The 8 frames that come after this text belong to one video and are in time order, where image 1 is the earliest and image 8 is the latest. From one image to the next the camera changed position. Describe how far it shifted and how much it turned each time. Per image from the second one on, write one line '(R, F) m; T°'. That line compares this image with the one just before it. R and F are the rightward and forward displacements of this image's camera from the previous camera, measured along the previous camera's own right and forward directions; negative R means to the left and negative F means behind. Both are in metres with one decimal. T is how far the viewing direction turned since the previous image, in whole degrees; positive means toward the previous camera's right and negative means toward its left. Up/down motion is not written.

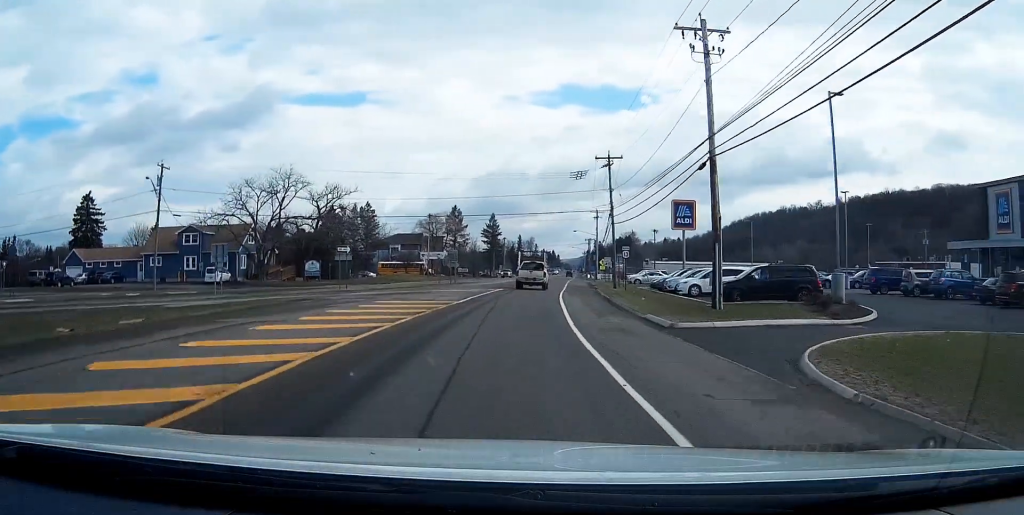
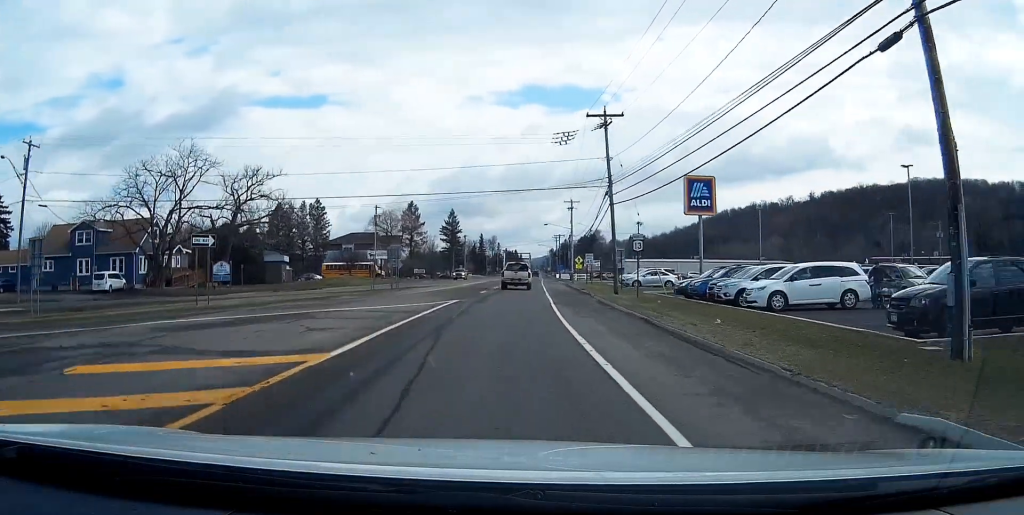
(+0.6, +18.0) m; +3°
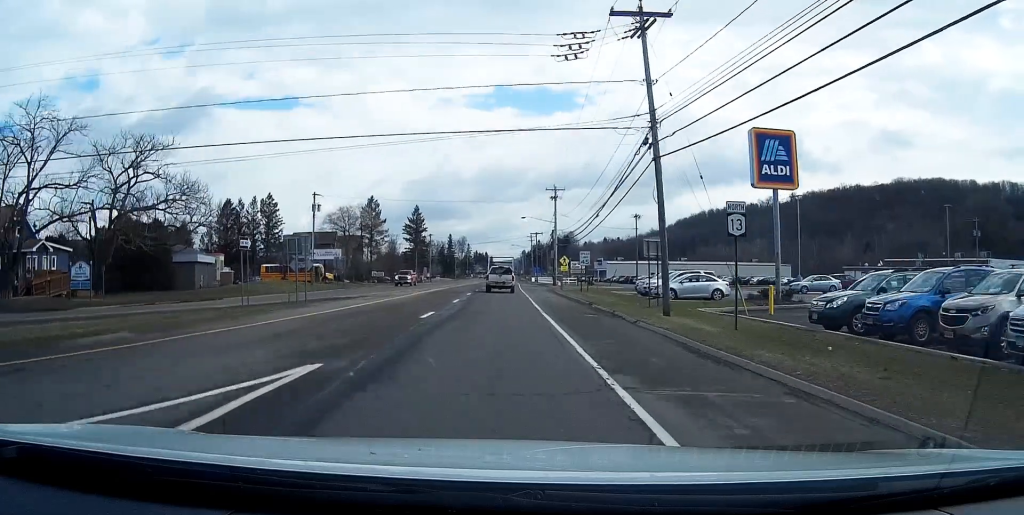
(+0.5, +20.3) m; +2°
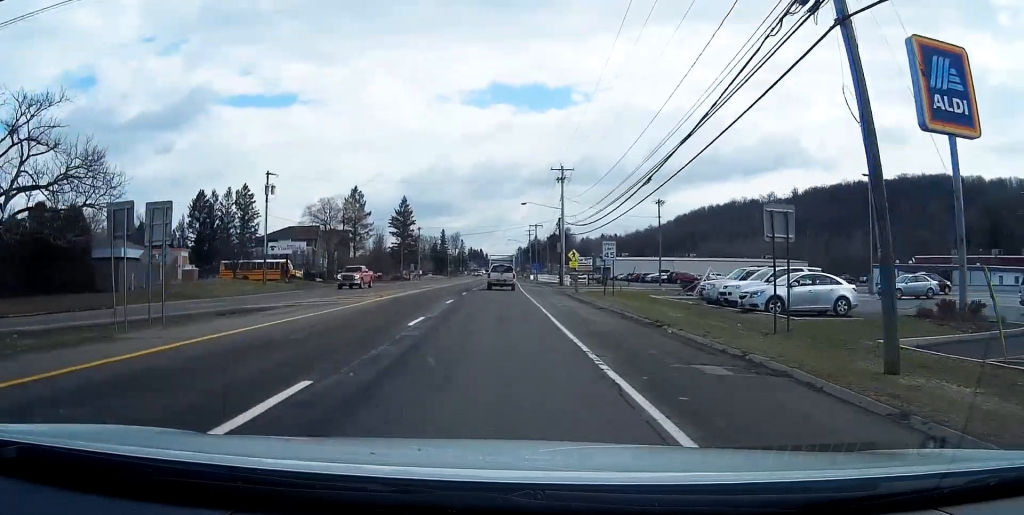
(+0.2, +15.9) m; +1°
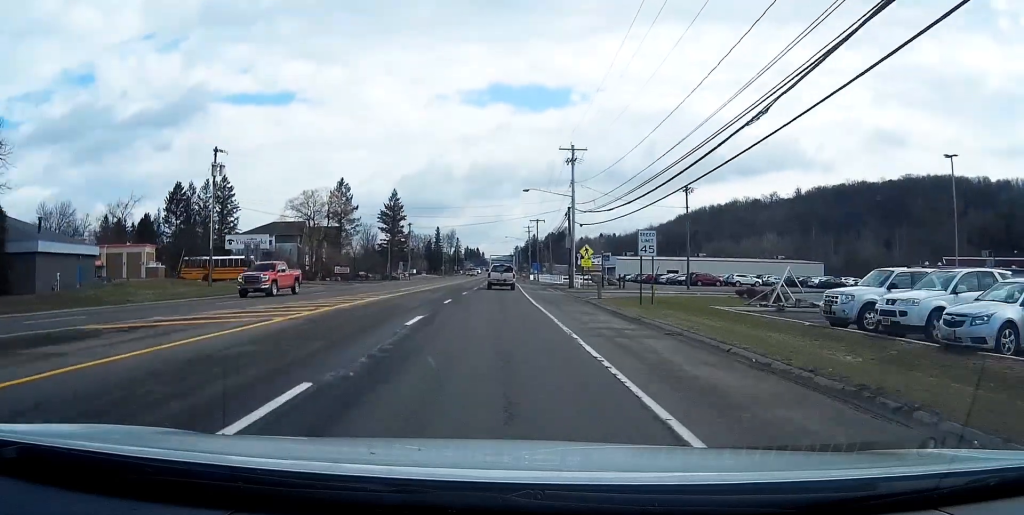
(+0.1, +12.8) m; 0°
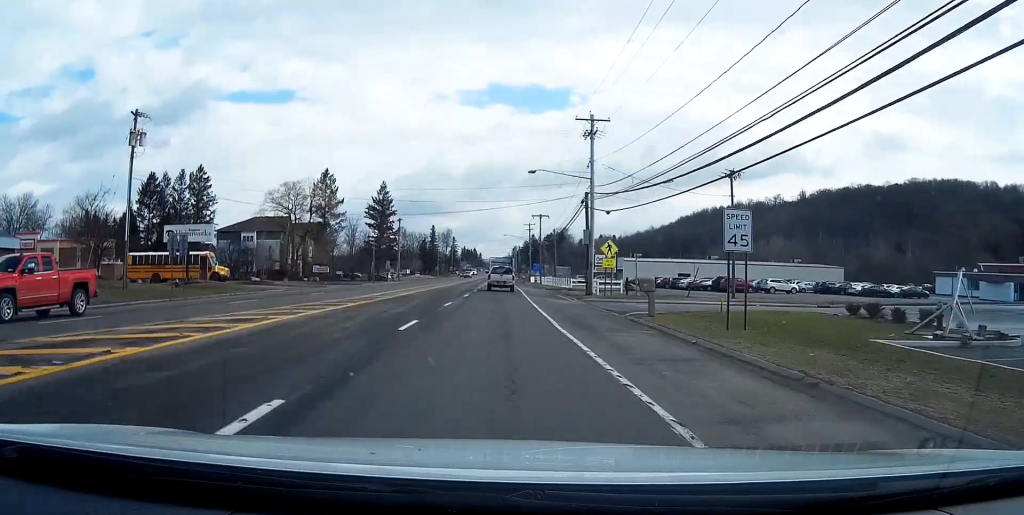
(+0.1, +13.5) m; 0°
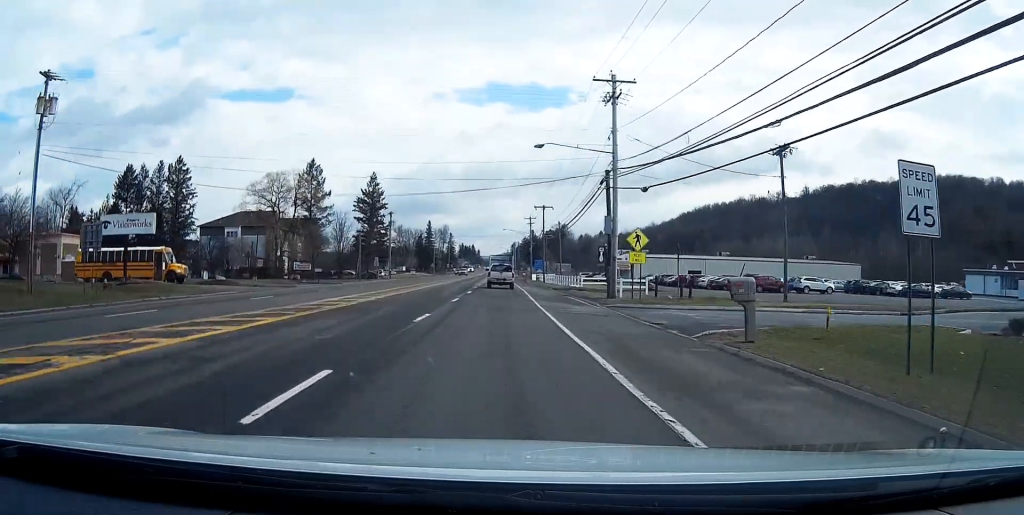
(0.0, +10.2) m; 0°
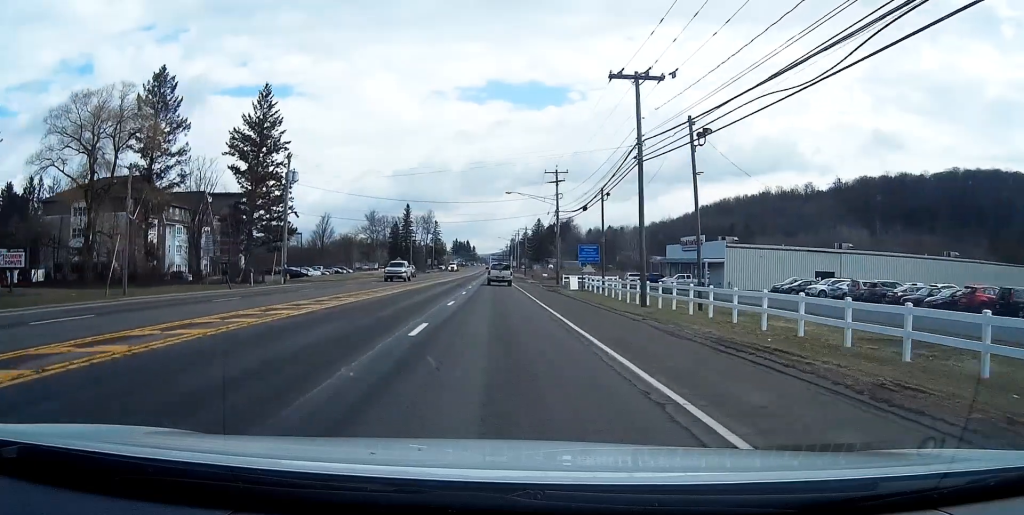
(+0.5, +65.8) m; 0°
